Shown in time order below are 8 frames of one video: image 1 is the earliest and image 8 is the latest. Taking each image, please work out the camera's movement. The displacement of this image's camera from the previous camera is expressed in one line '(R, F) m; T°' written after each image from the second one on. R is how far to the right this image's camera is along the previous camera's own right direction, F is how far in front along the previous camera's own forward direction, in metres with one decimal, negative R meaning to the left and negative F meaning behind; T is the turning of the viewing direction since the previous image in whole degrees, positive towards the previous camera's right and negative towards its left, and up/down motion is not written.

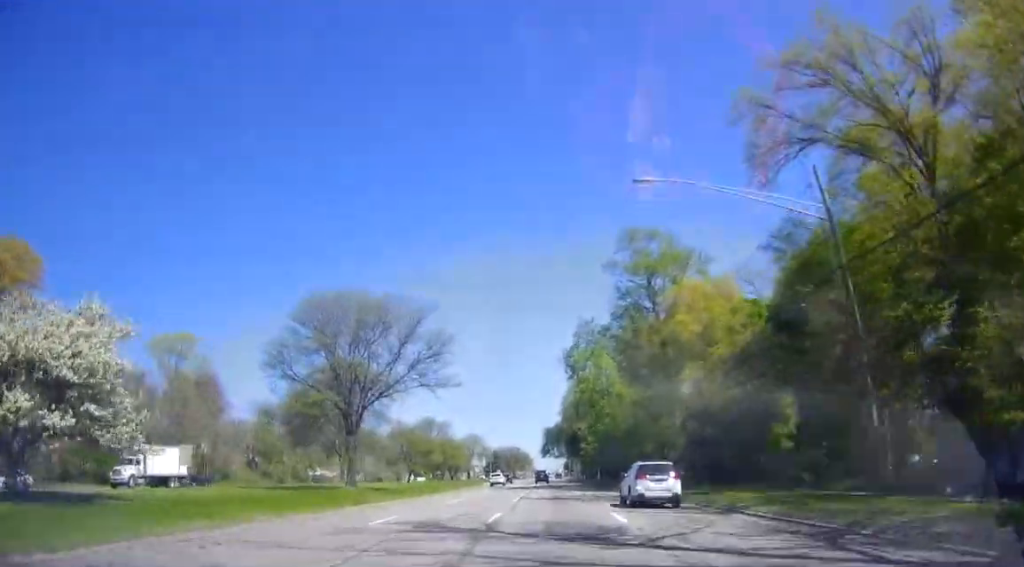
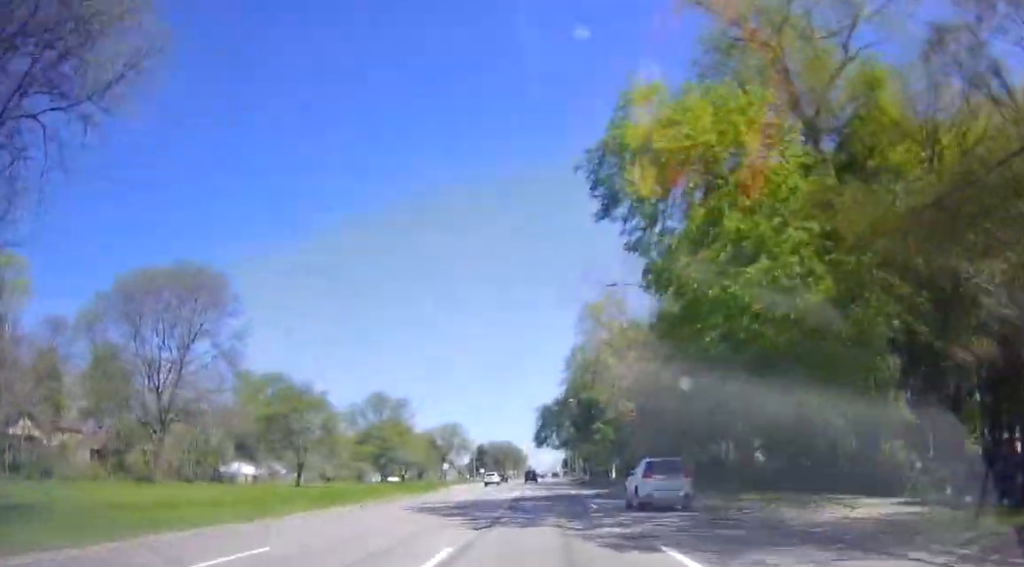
(+0.3, +38.2) m; +1°
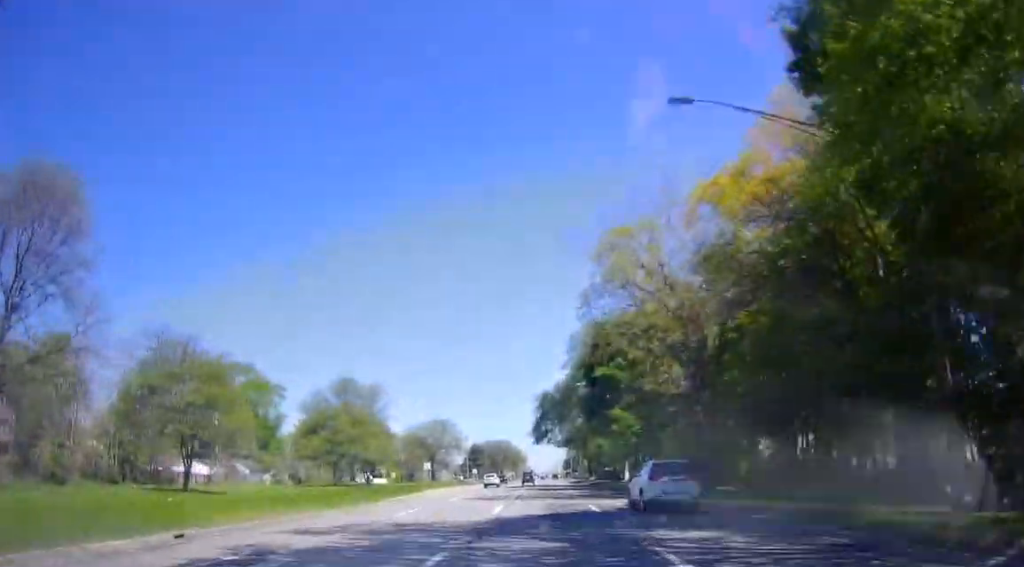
(0.0, +16.7) m; 0°
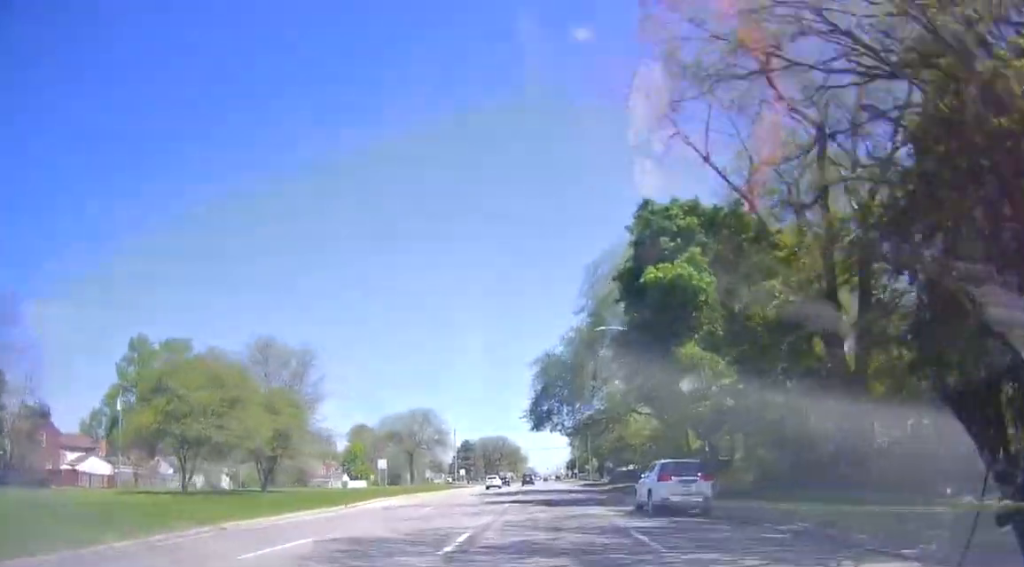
(-0.3, +25.7) m; -2°
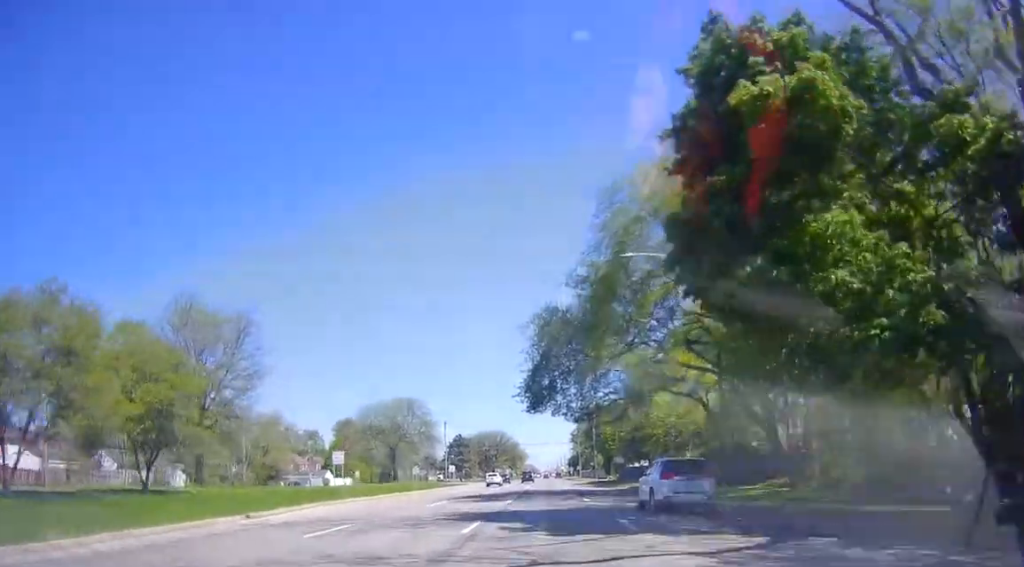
(-0.5, +14.0) m; 0°
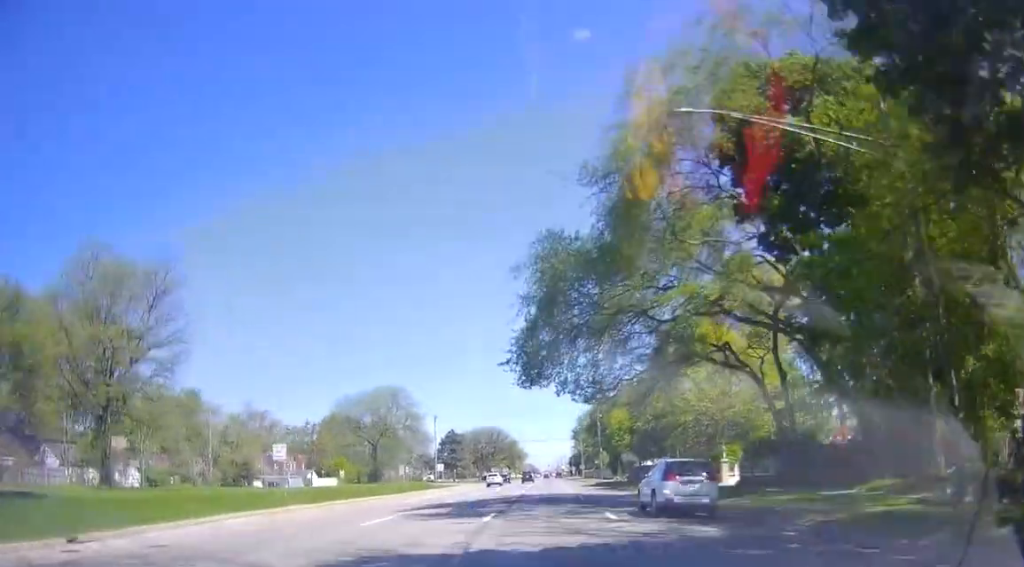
(+0.2, +11.4) m; +1°
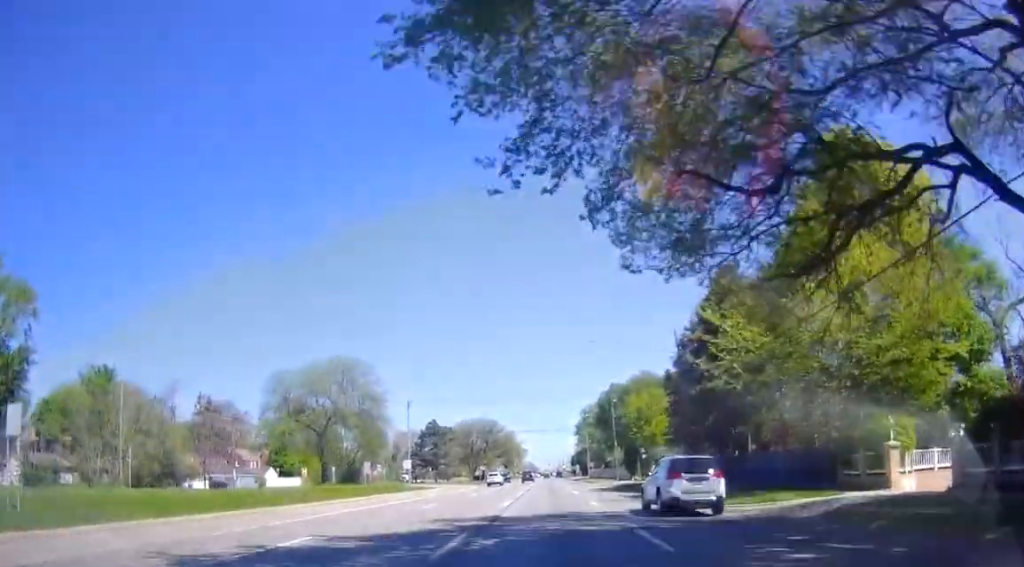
(+0.5, +22.2) m; 0°
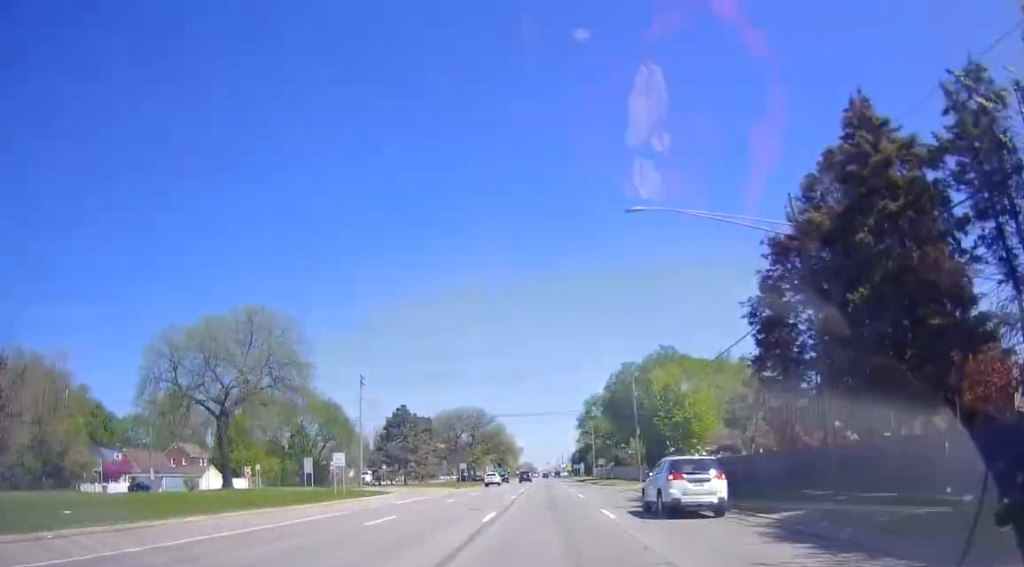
(-0.5, +22.9) m; -1°
